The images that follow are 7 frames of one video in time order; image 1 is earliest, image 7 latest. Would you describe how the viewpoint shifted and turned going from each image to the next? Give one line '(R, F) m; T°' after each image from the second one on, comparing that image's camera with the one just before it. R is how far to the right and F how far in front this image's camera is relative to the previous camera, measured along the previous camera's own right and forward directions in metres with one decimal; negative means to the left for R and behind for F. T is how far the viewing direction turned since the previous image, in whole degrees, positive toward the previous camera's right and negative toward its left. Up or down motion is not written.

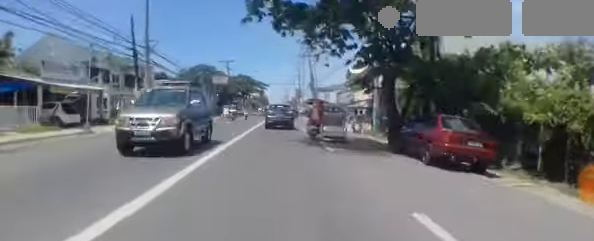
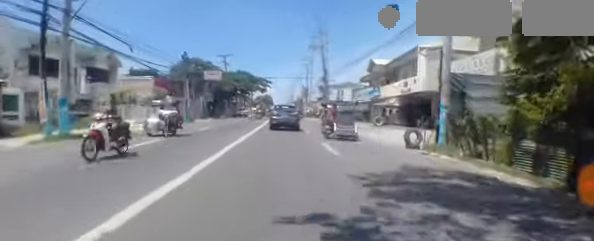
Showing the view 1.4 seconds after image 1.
(0.0, +10.7) m; +4°
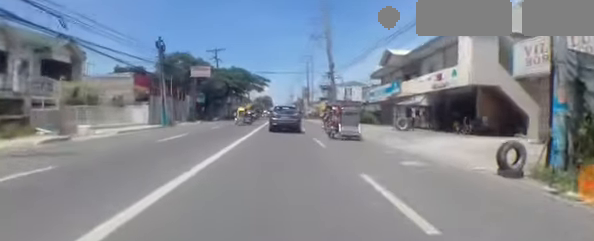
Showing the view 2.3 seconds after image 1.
(+0.6, +6.7) m; +3°
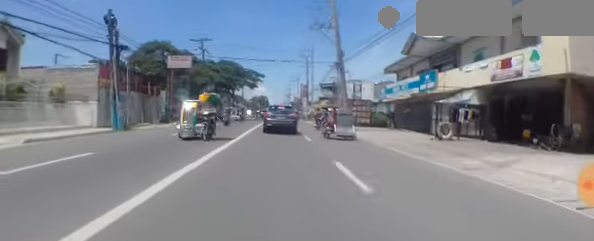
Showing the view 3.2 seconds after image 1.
(-0.3, +7.0) m; 0°
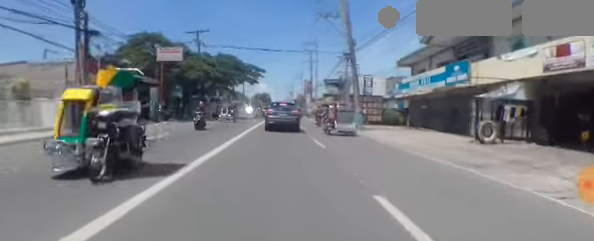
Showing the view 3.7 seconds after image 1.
(+0.1, +3.5) m; +2°
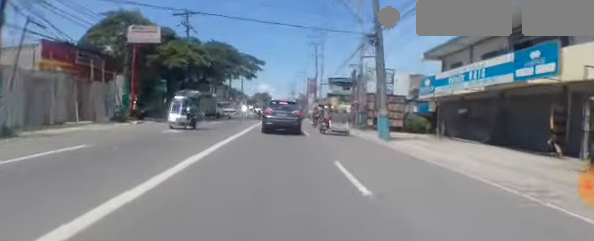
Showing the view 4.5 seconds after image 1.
(+0.2, +6.1) m; +3°
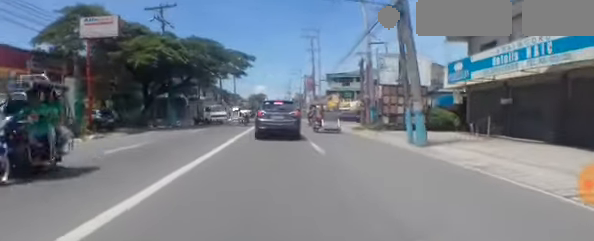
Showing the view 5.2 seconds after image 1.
(+0.1, +5.0) m; +1°
